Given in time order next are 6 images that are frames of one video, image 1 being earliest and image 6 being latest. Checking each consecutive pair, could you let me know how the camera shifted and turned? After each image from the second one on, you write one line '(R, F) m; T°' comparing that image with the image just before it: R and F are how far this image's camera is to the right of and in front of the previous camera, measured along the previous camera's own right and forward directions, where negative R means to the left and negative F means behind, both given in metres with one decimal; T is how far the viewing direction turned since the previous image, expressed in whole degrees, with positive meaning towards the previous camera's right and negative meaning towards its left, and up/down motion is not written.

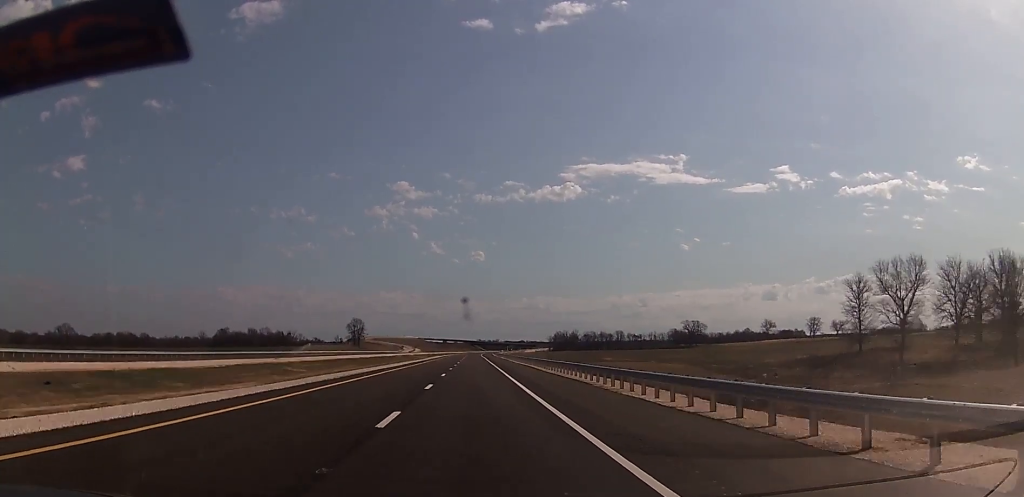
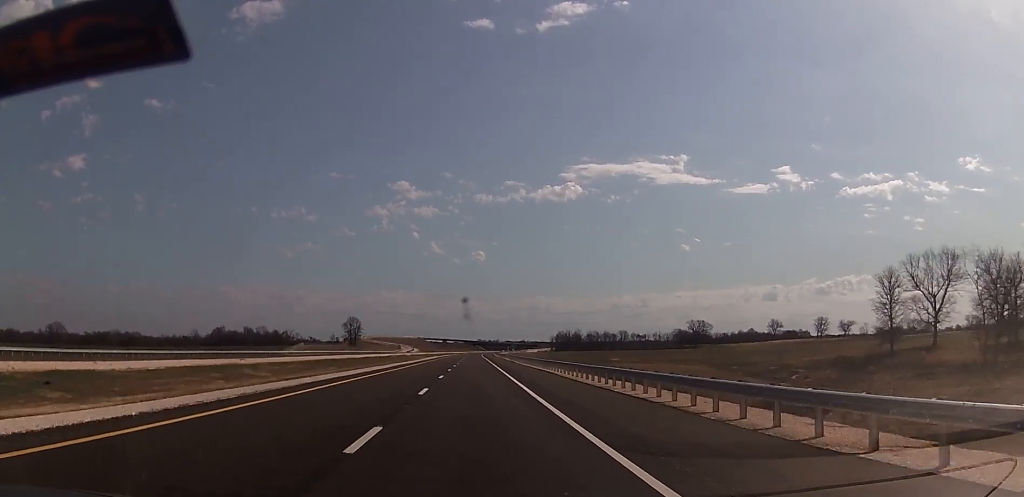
(+0.2, +15.4) m; 0°
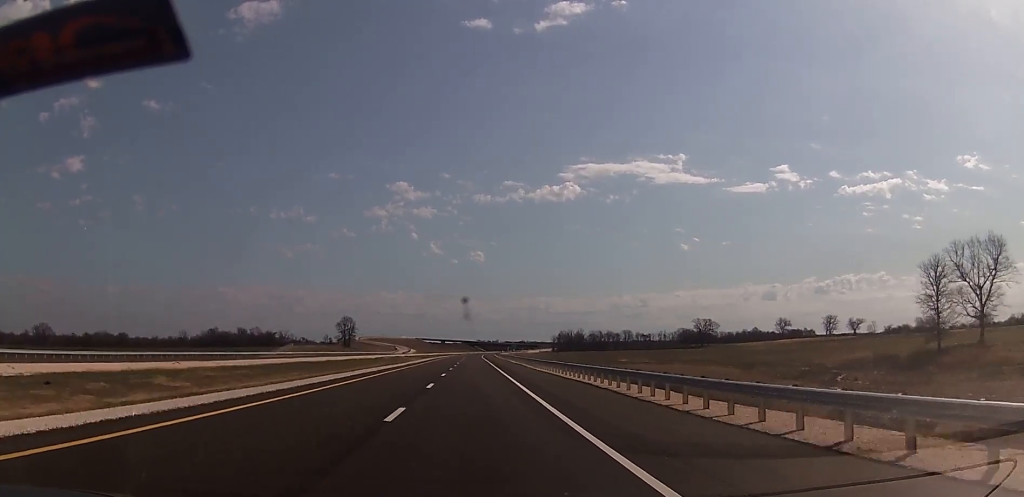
(+0.3, +20.2) m; 0°
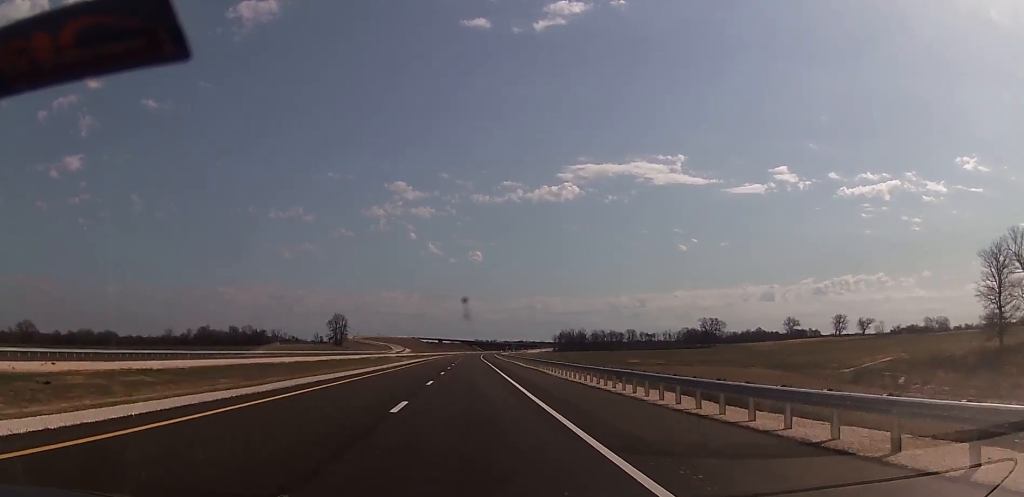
(-0.2, +22.5) m; 0°
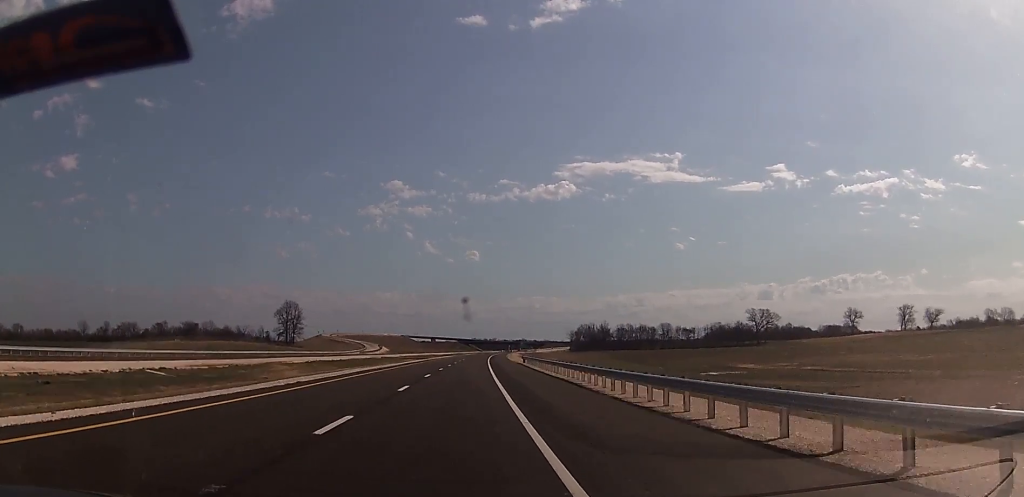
(0.0, +113.9) m; +1°
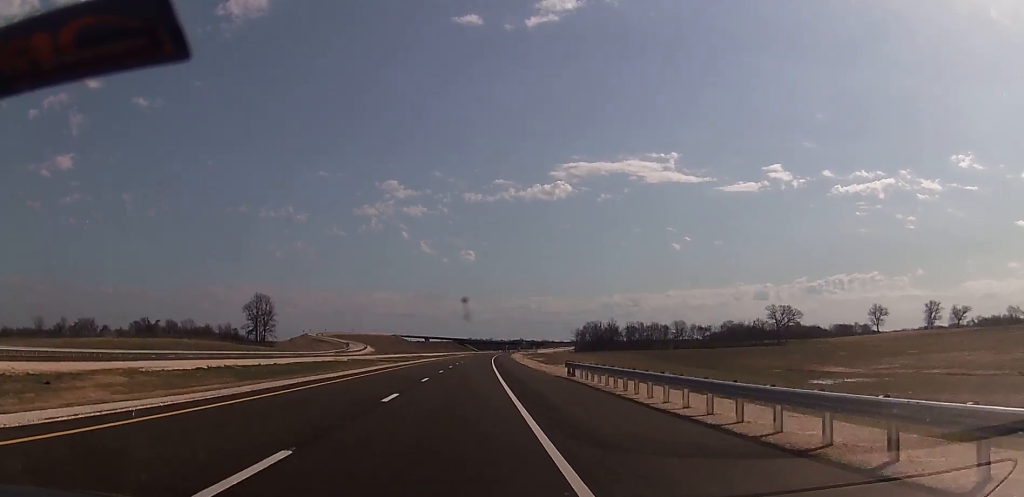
(-0.4, +41.4) m; 0°
